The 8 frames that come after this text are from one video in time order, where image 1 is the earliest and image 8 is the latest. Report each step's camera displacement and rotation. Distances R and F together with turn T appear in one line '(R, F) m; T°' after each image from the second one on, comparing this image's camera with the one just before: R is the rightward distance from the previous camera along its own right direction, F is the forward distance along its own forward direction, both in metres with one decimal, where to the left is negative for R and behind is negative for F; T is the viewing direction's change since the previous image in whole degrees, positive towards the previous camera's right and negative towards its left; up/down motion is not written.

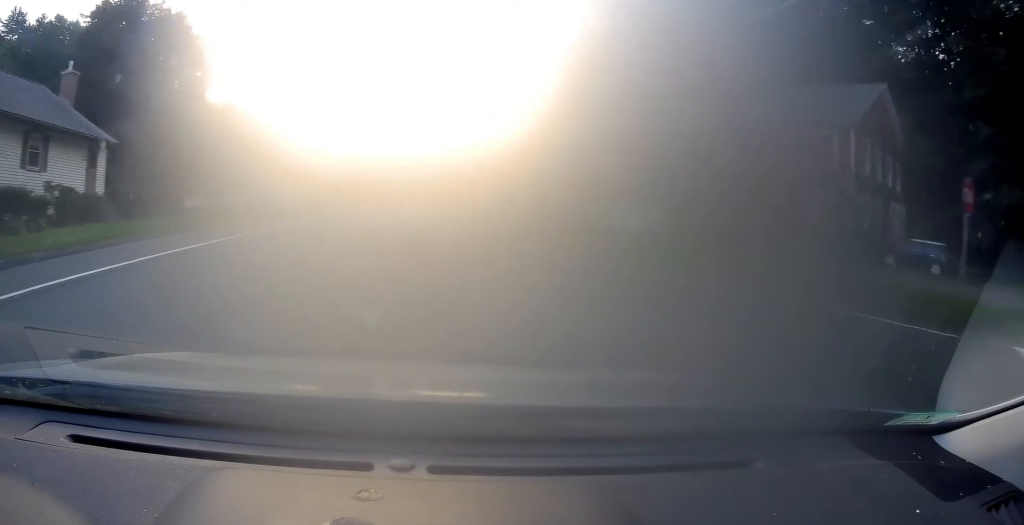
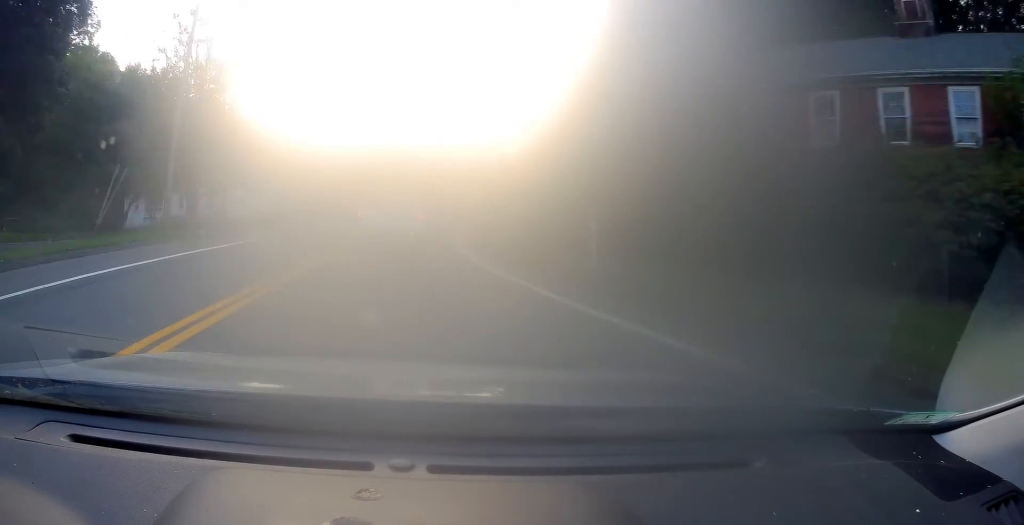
(+0.3, +19.4) m; 0°
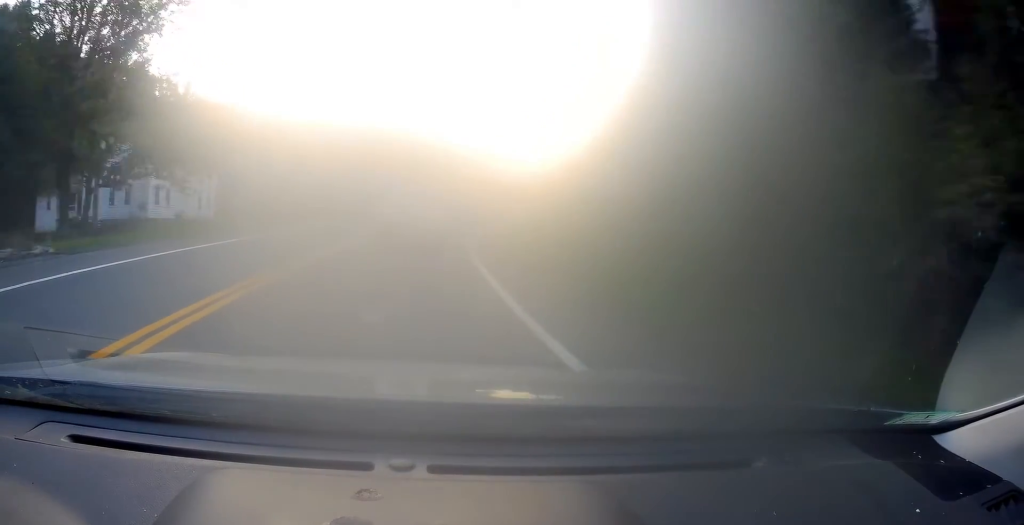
(-0.2, +15.6) m; +1°
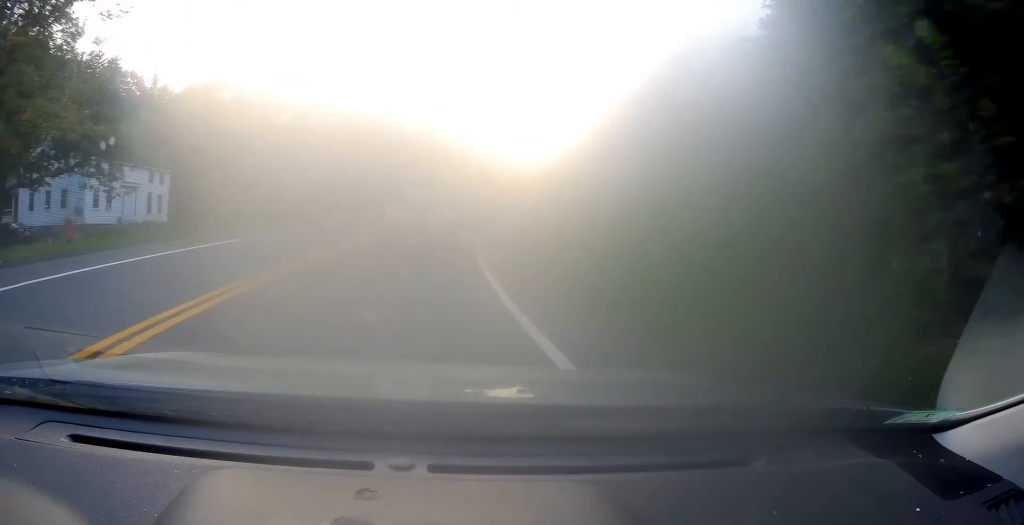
(-0.5, +8.0) m; +2°
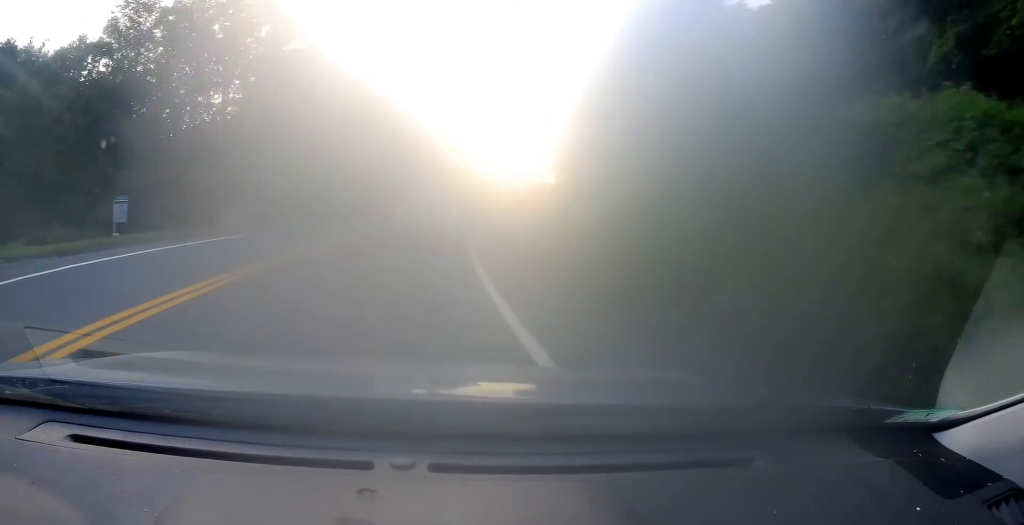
(+1.7, +17.3) m; +4°
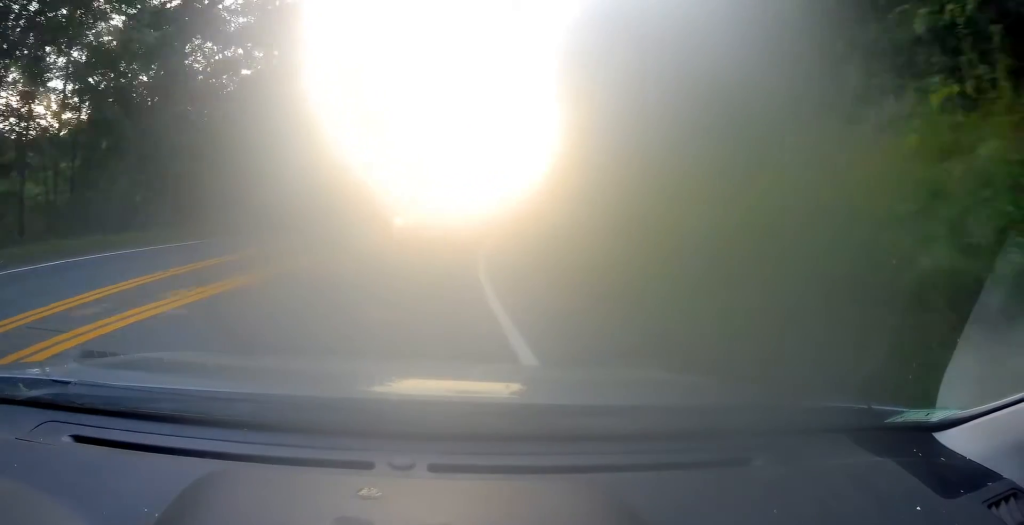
(+1.8, +30.0) m; +11°
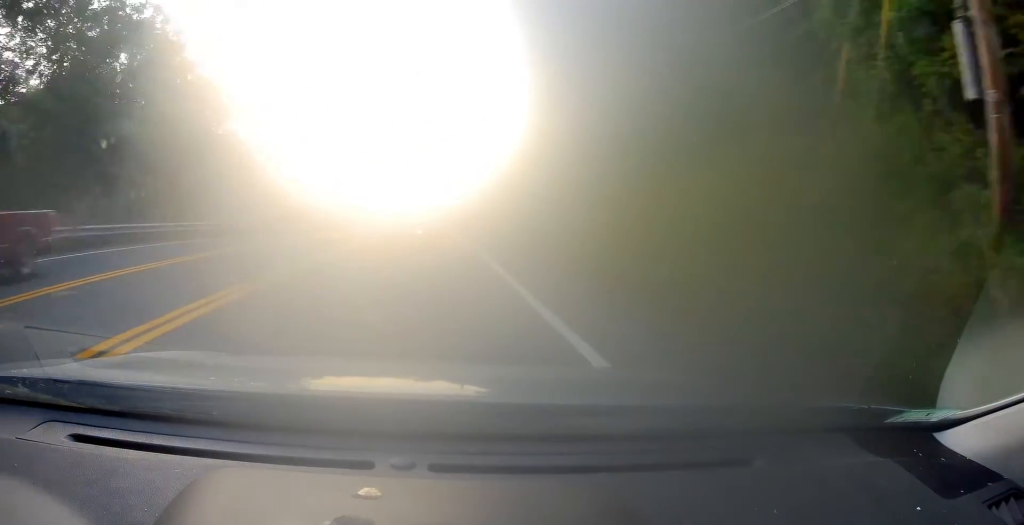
(+1.7, +23.7) m; +6°
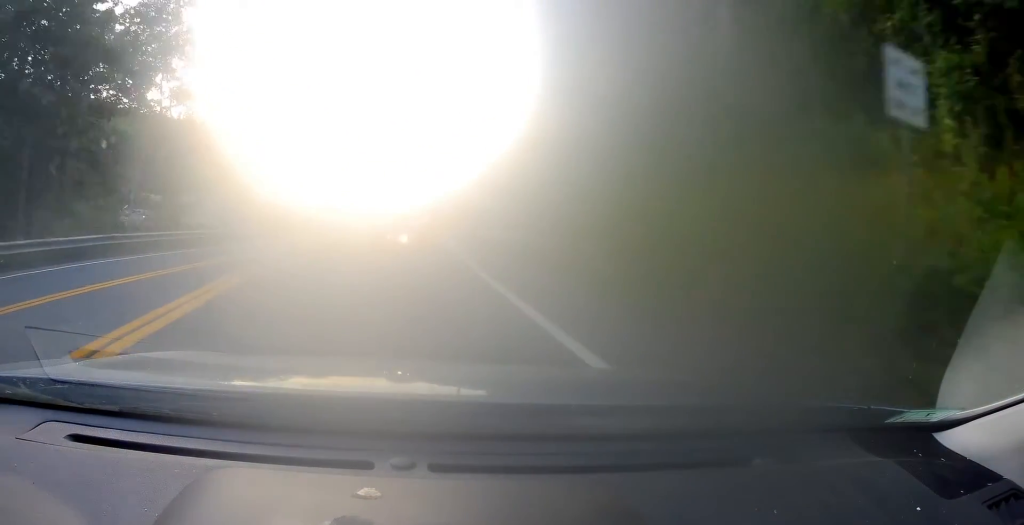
(+0.3, +15.1) m; +2°
